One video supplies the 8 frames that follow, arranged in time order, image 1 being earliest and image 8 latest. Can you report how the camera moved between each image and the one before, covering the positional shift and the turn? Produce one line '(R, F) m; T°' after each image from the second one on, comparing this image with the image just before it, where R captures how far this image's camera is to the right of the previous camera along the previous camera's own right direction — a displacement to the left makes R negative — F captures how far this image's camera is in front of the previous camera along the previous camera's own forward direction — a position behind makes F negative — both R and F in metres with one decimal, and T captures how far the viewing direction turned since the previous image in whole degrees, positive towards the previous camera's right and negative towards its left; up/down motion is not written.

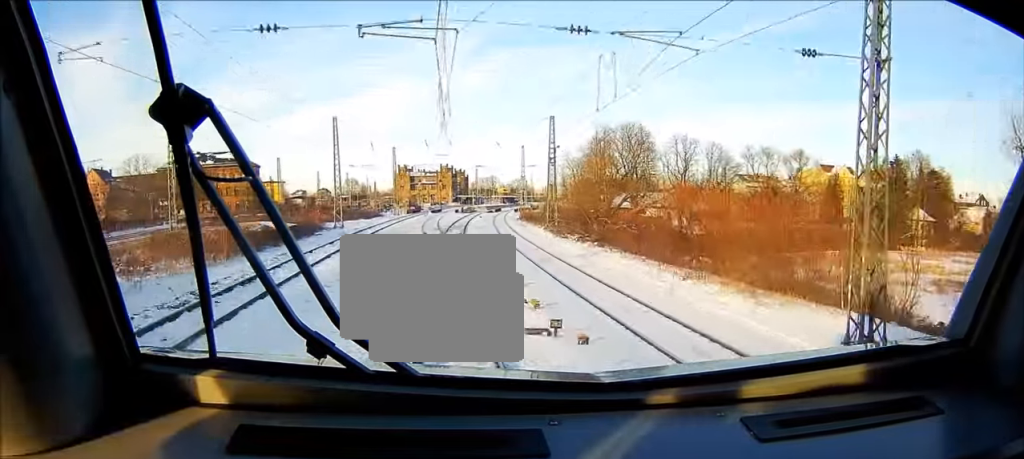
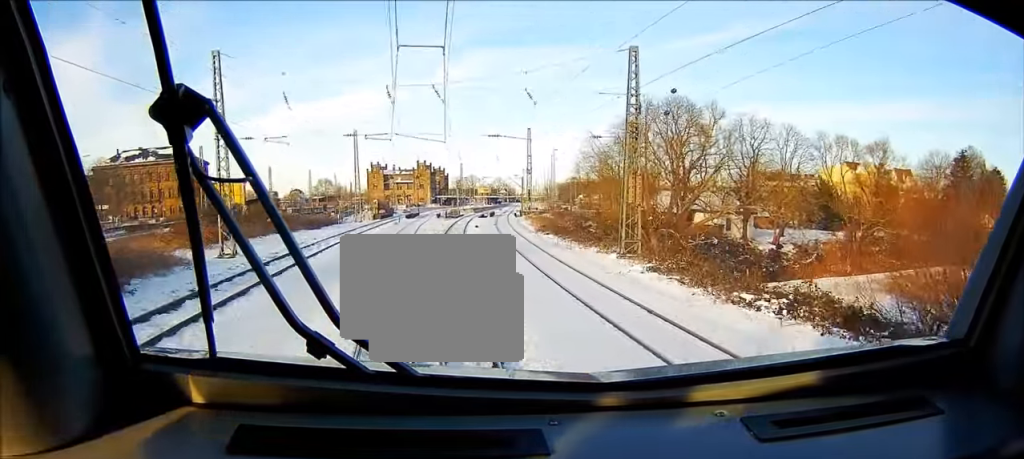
(+1.0, +32.6) m; +3°
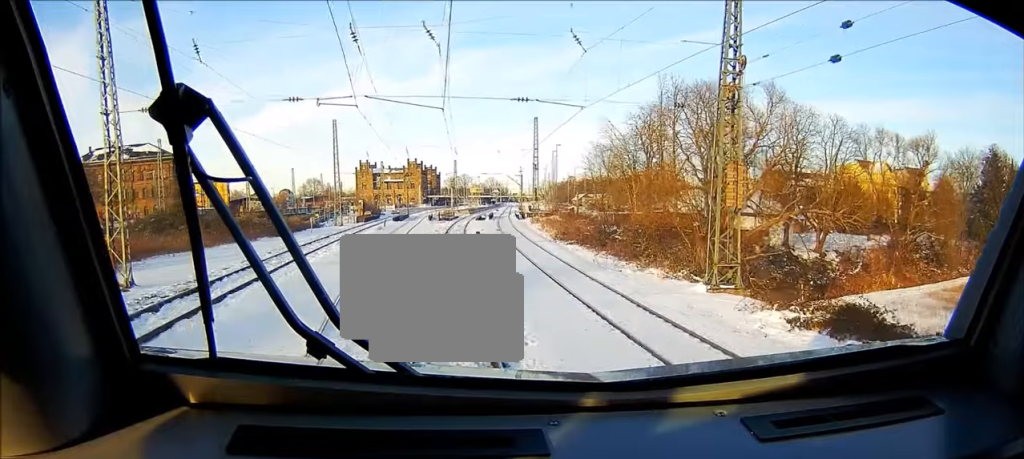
(+0.1, +13.4) m; 0°
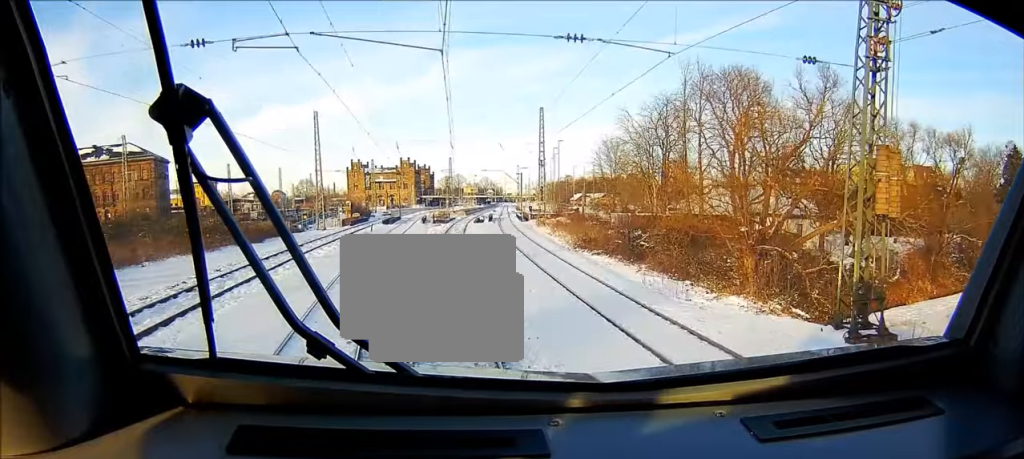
(0.0, +8.6) m; 0°
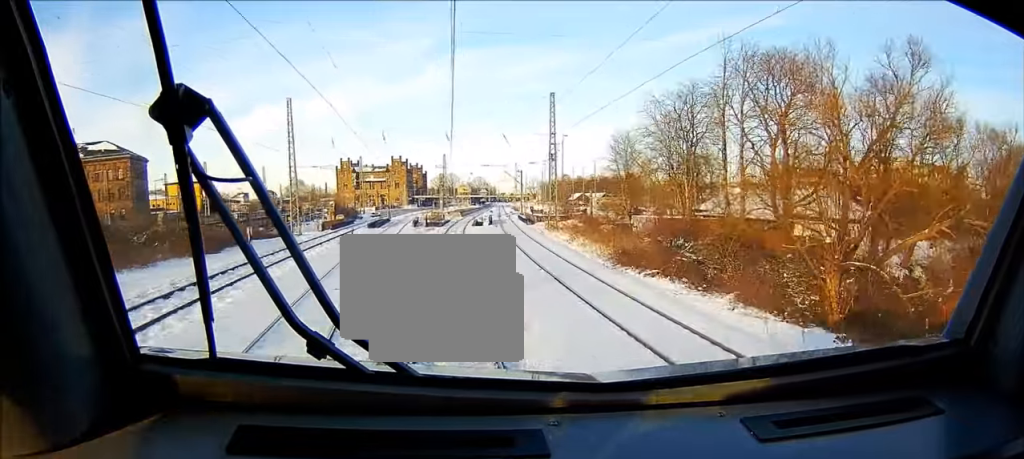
(0.0, +9.8) m; 0°
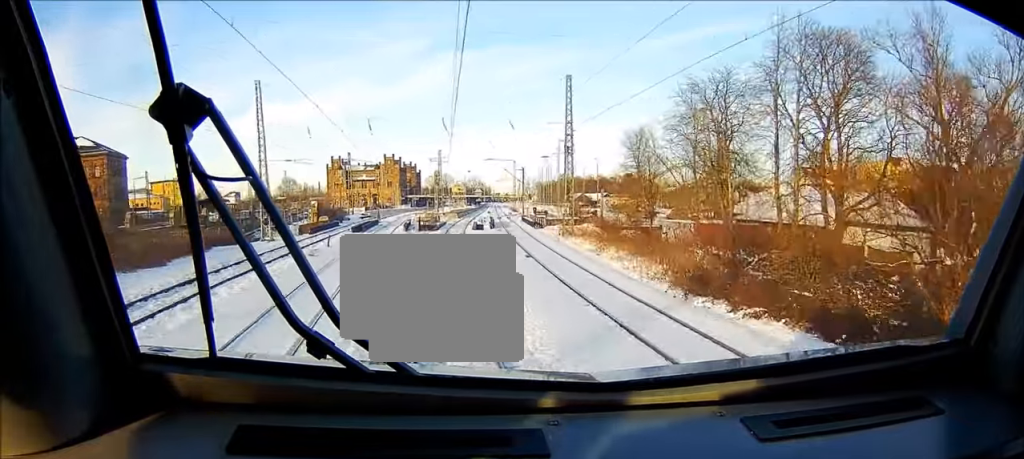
(0.0, +9.7) m; 0°
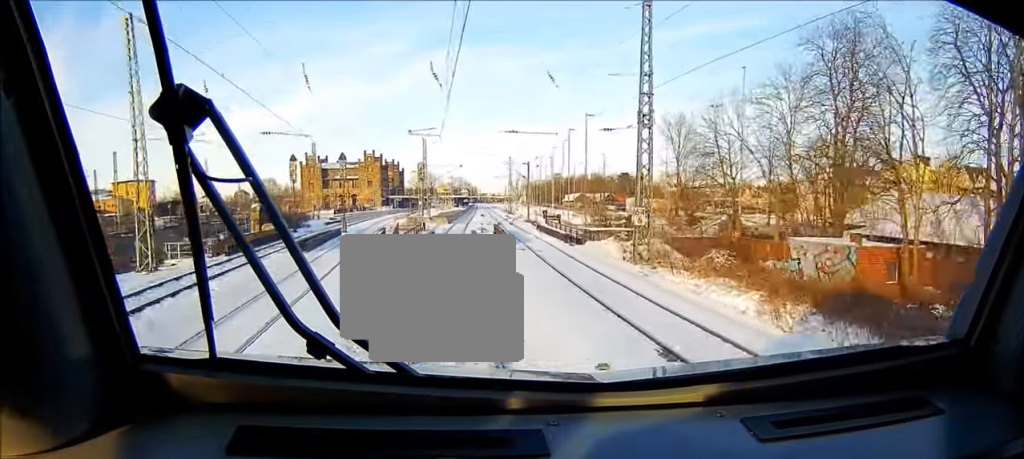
(+0.1, +21.9) m; +1°
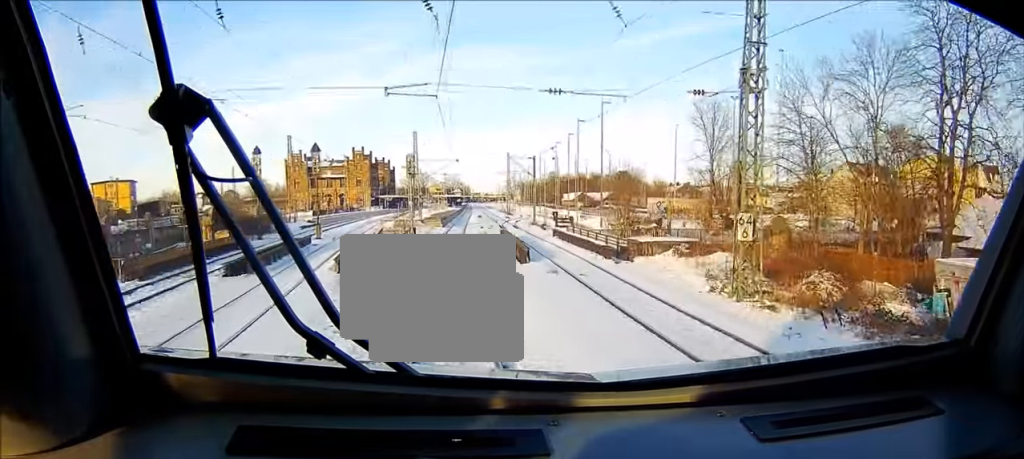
(-0.1, +10.9) m; +1°
